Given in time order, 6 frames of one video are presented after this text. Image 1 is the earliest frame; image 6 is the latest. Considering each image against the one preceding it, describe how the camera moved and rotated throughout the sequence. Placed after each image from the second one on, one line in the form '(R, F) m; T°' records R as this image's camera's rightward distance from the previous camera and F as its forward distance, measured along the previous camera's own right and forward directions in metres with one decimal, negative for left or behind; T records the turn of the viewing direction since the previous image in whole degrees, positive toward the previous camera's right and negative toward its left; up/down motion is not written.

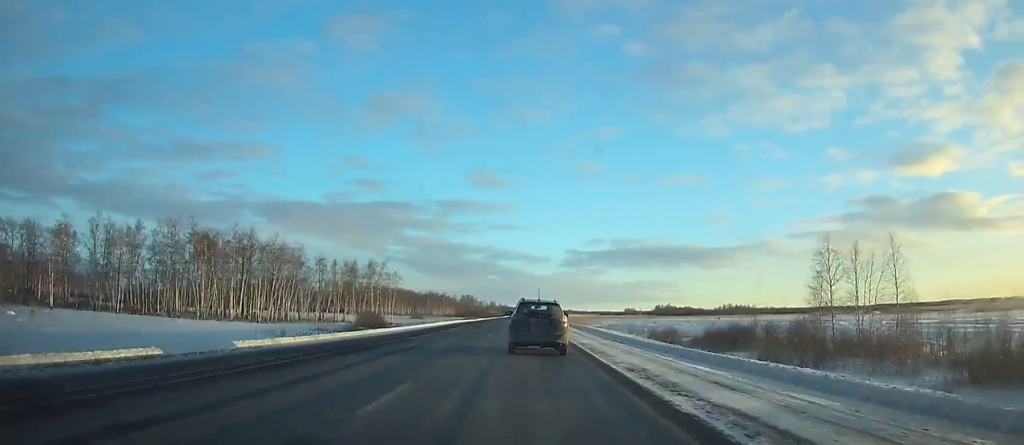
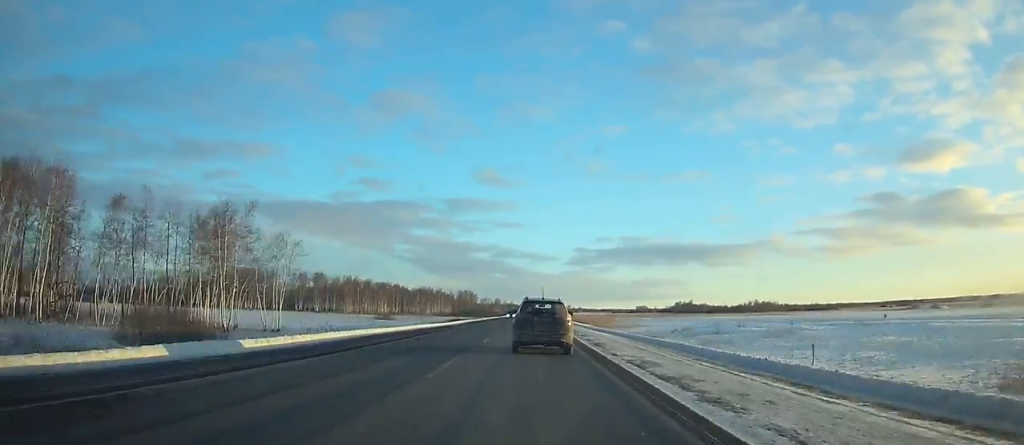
(+0.1, +54.3) m; 0°
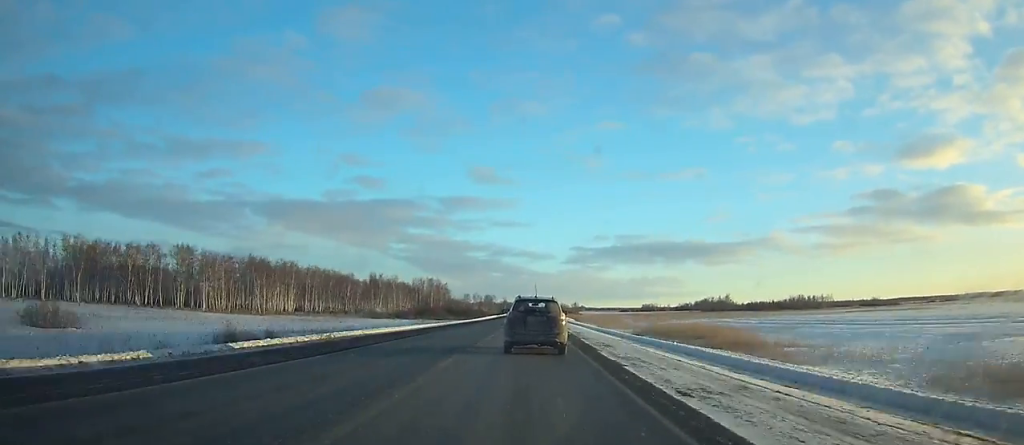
(-0.7, +104.7) m; 0°
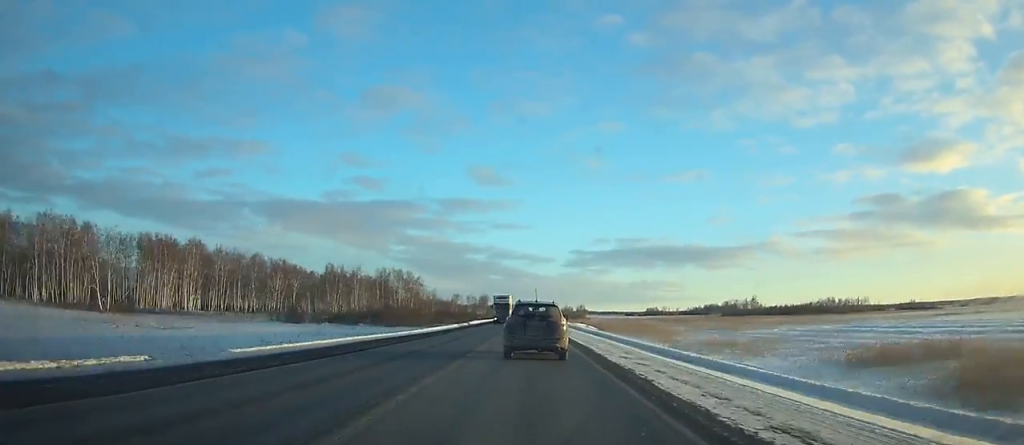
(-0.3, +52.9) m; 0°
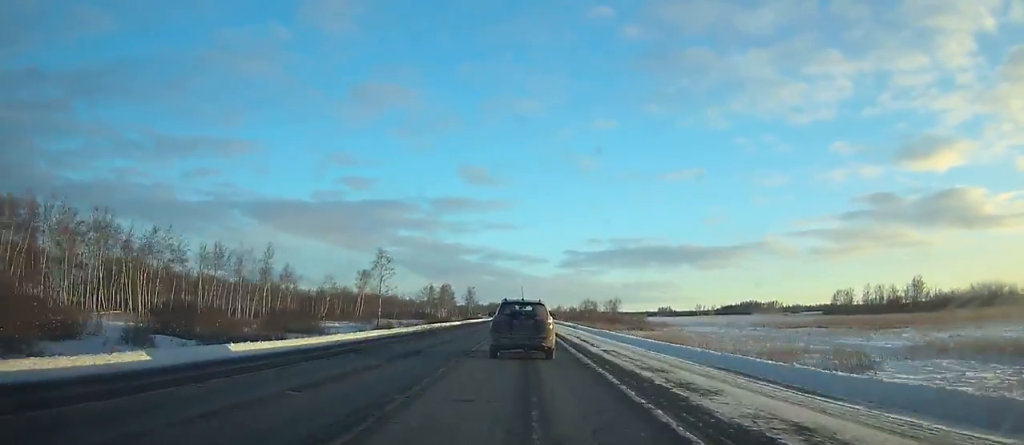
(+0.3, +176.4) m; 0°
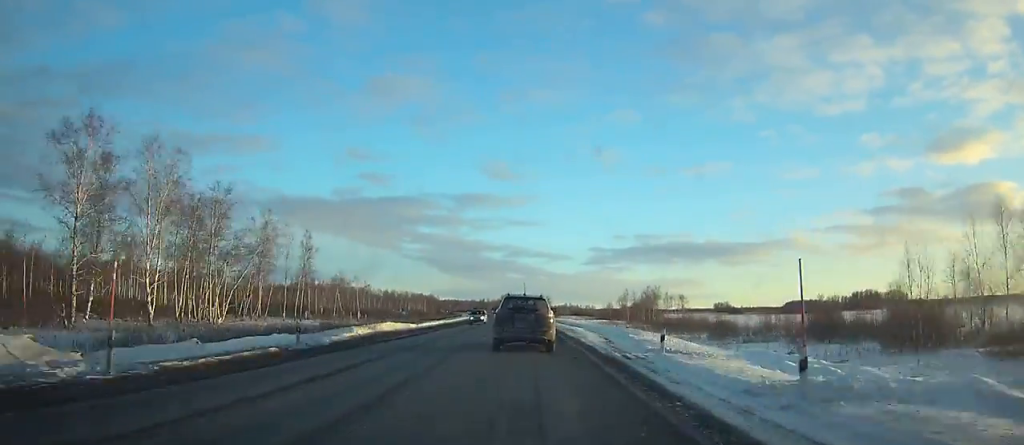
(-0.7, +218.4) m; -2°
